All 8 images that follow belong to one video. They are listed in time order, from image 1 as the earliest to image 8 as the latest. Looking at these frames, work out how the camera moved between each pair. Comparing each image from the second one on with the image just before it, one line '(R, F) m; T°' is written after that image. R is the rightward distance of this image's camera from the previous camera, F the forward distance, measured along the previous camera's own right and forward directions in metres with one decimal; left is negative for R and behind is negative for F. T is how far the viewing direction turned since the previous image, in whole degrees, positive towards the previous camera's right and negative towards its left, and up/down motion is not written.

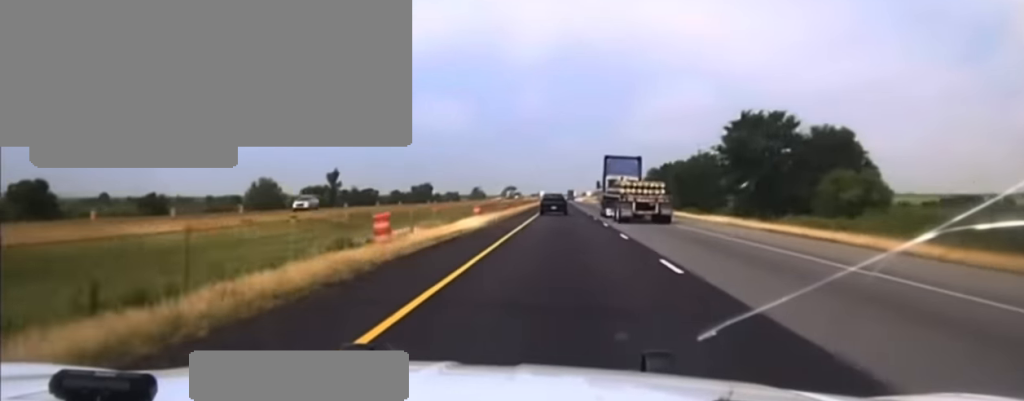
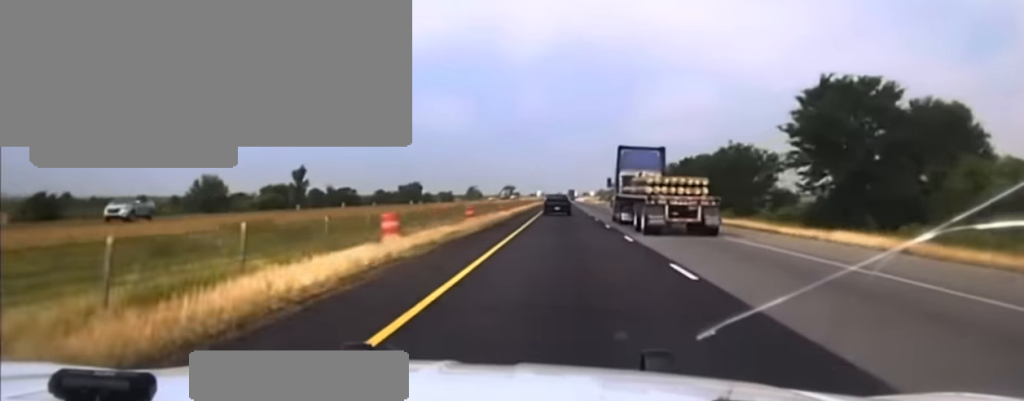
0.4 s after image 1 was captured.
(0.0, +25.1) m; 0°
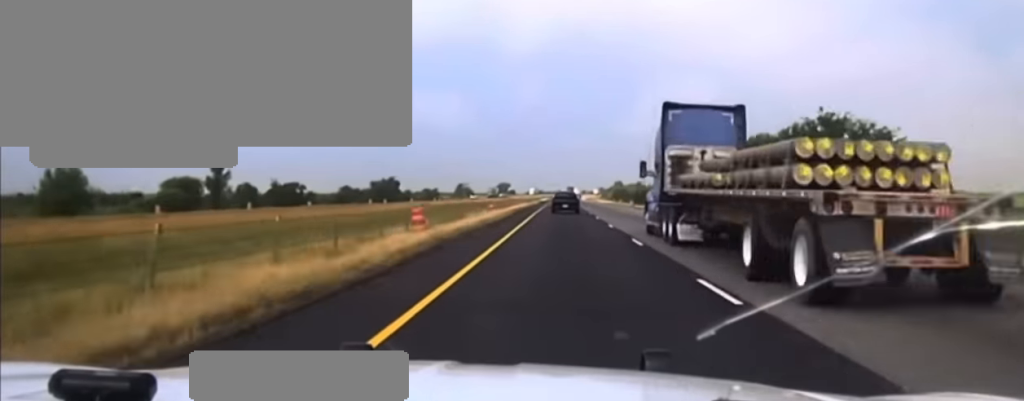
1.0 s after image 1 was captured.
(0.0, +39.7) m; 0°
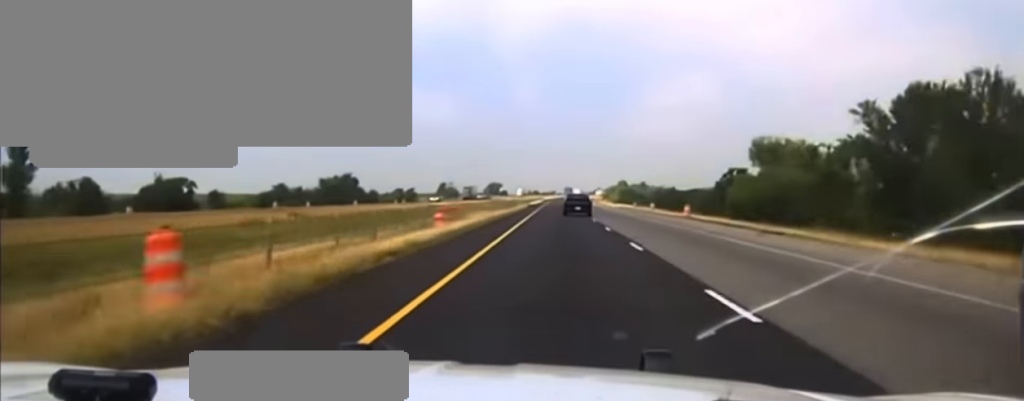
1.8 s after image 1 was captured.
(0.0, +49.8) m; 0°
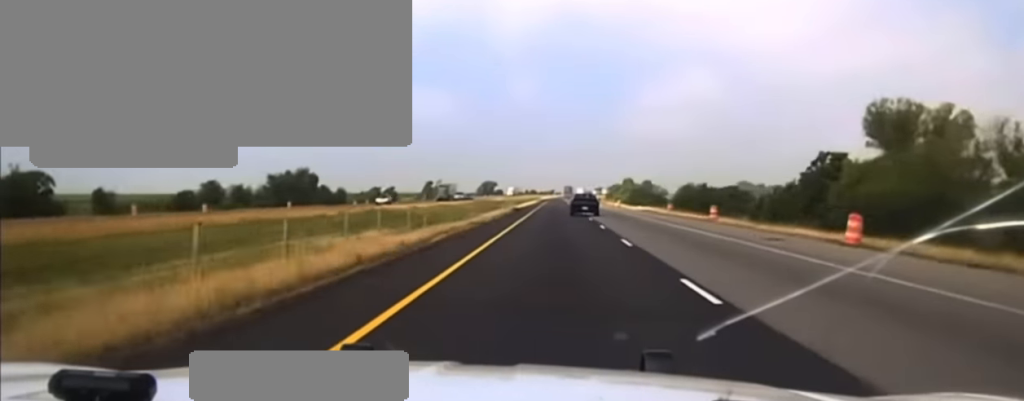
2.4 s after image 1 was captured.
(0.0, +35.1) m; 0°
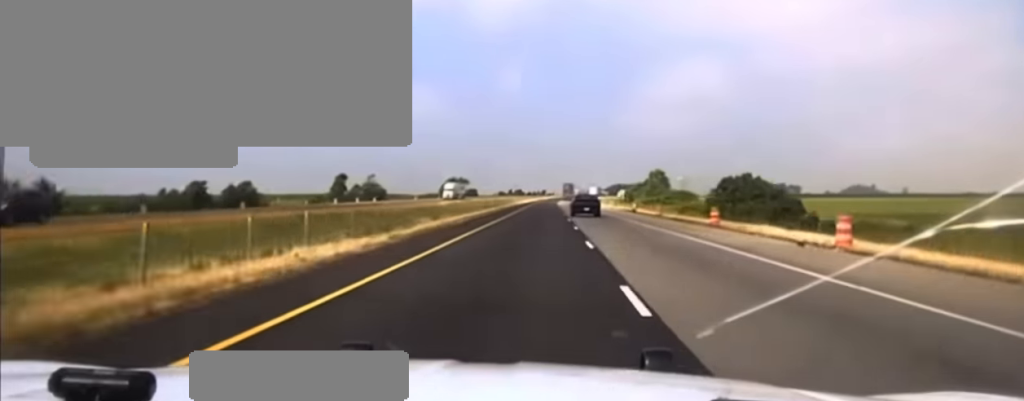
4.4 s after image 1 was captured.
(+0.6, +122.7) m; +1°
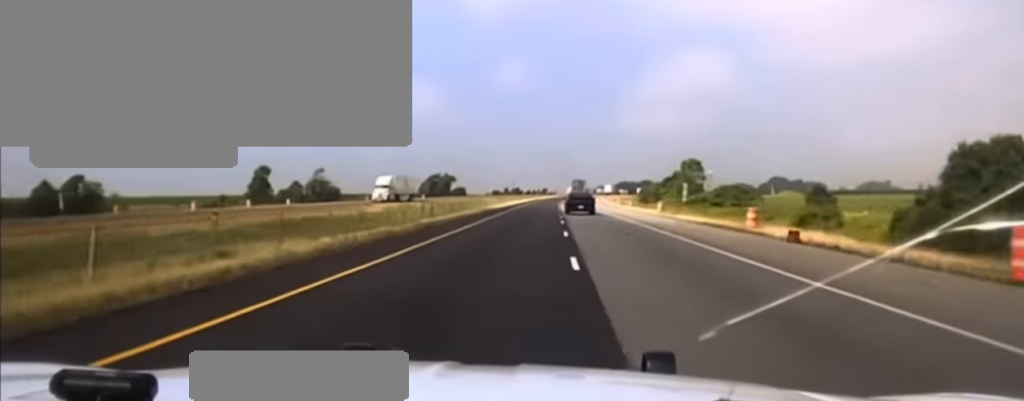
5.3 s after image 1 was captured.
(+0.3, +54.6) m; 0°
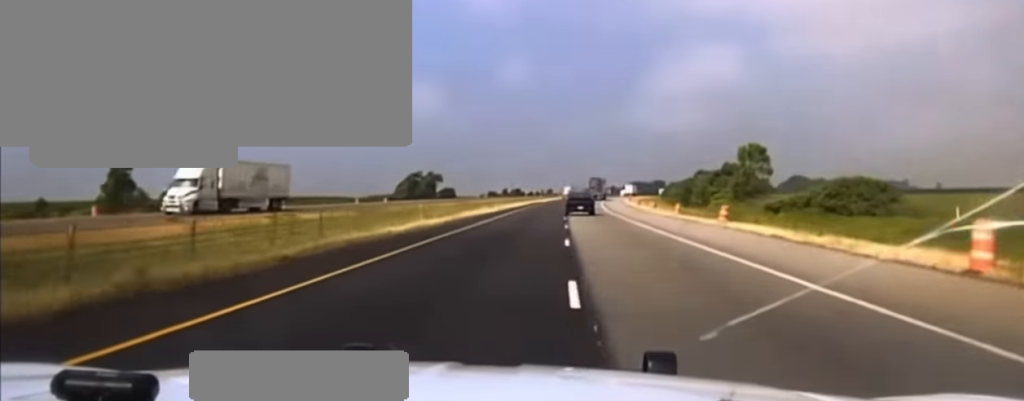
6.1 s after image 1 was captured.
(0.0, +50.3) m; 0°
